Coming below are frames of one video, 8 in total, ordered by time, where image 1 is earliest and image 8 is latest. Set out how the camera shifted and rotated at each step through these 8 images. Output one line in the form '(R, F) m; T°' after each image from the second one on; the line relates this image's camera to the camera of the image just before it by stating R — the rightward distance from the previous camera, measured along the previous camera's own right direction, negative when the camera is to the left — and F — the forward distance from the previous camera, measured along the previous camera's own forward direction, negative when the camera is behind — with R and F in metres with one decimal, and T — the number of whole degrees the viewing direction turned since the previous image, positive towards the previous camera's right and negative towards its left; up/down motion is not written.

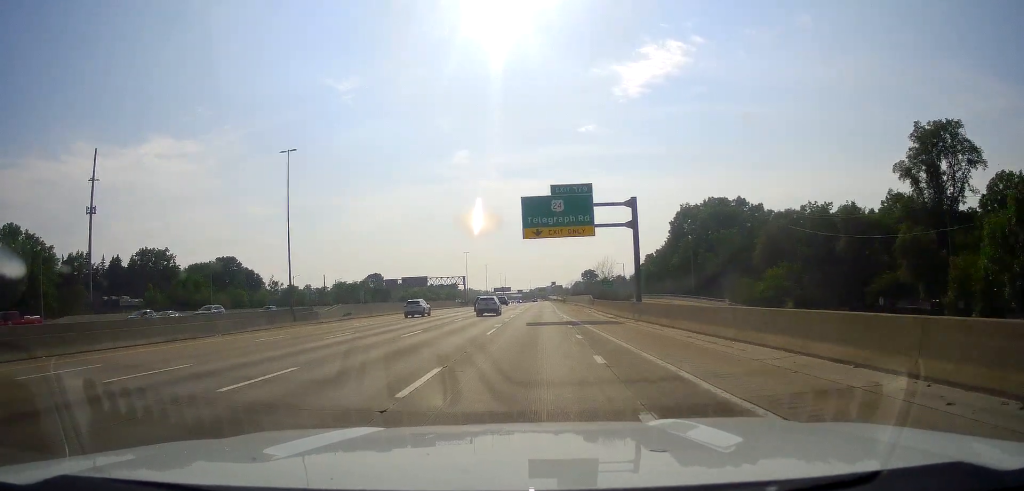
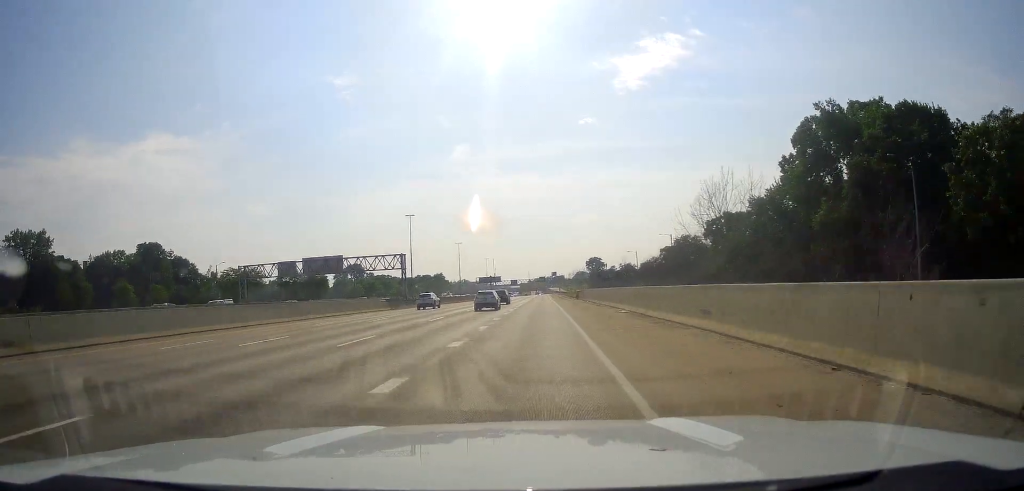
(0.0, +68.5) m; 0°
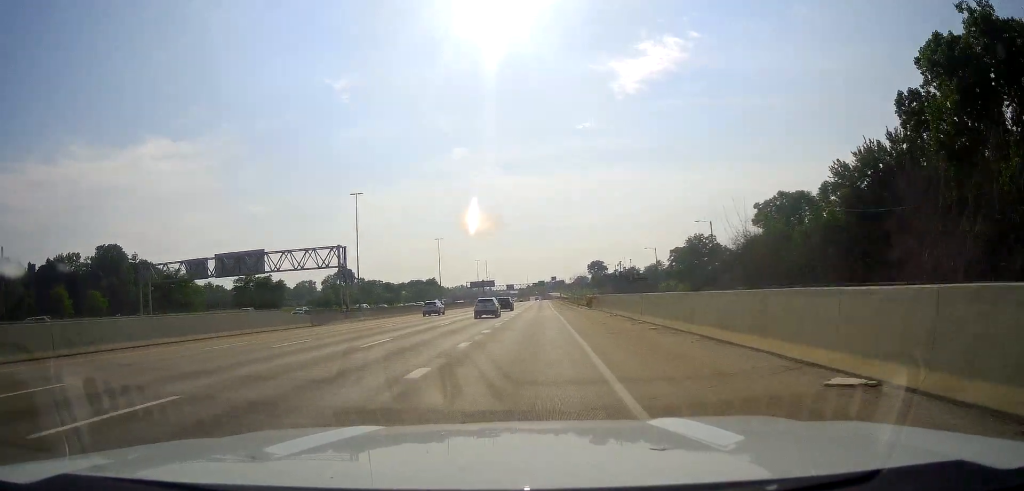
(0.0, +27.8) m; 0°
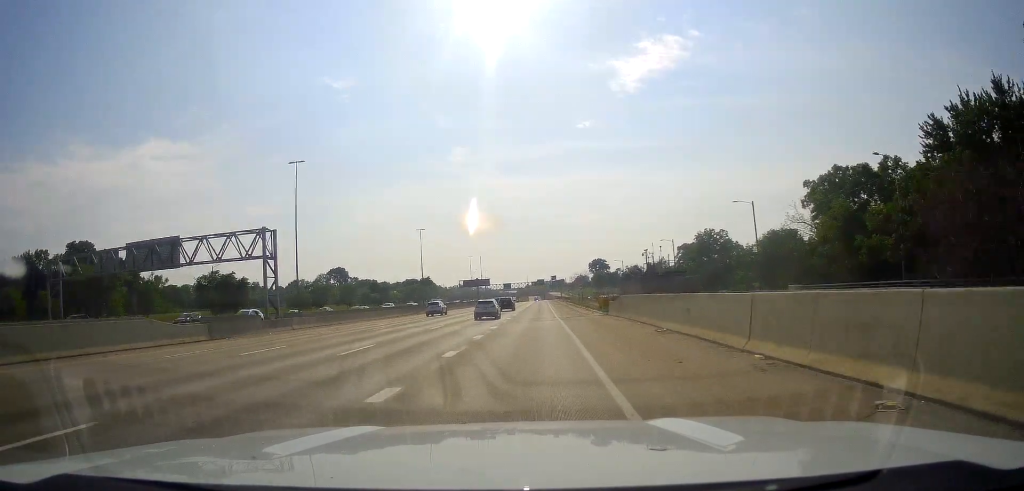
(0.0, +17.7) m; 0°
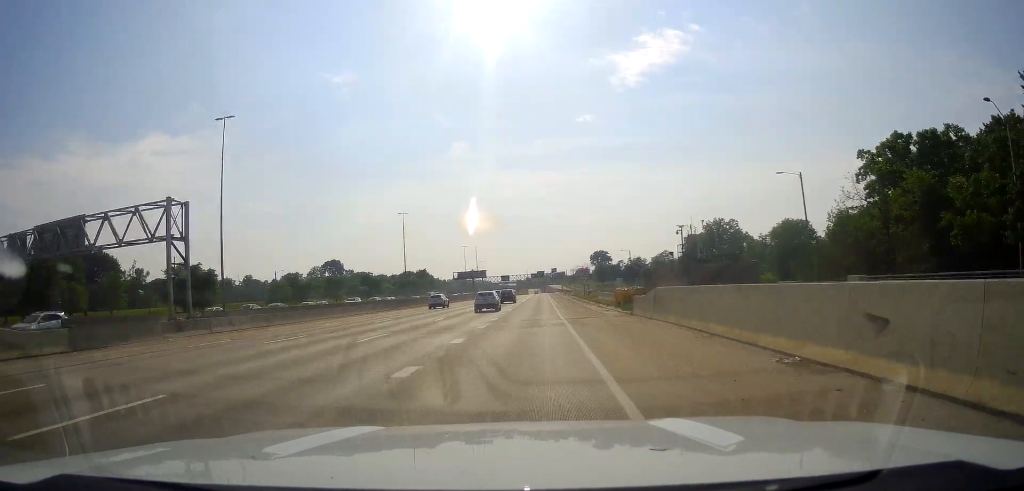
(-0.1, +13.3) m; 0°
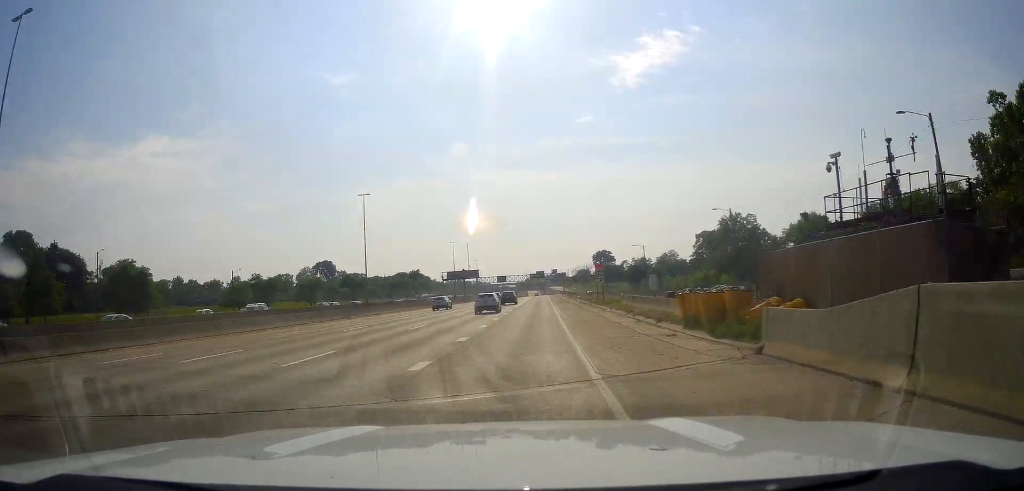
(+0.4, +20.9) m; -1°
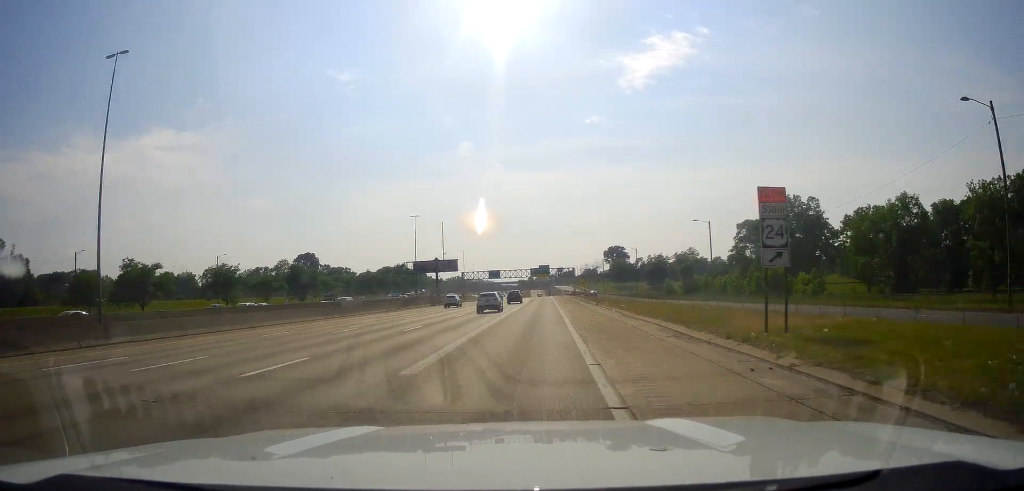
(-1.0, +48.3) m; -1°
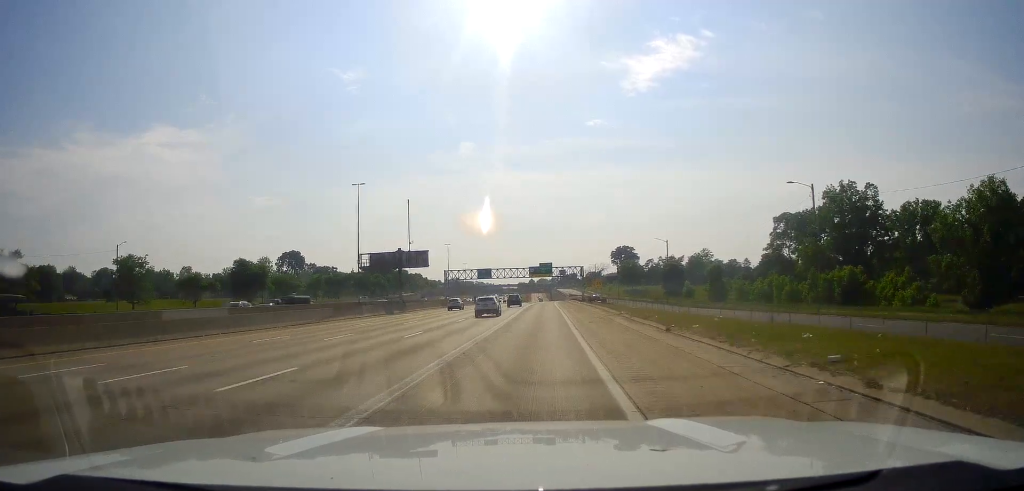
(+0.4, +31.9) m; +1°
